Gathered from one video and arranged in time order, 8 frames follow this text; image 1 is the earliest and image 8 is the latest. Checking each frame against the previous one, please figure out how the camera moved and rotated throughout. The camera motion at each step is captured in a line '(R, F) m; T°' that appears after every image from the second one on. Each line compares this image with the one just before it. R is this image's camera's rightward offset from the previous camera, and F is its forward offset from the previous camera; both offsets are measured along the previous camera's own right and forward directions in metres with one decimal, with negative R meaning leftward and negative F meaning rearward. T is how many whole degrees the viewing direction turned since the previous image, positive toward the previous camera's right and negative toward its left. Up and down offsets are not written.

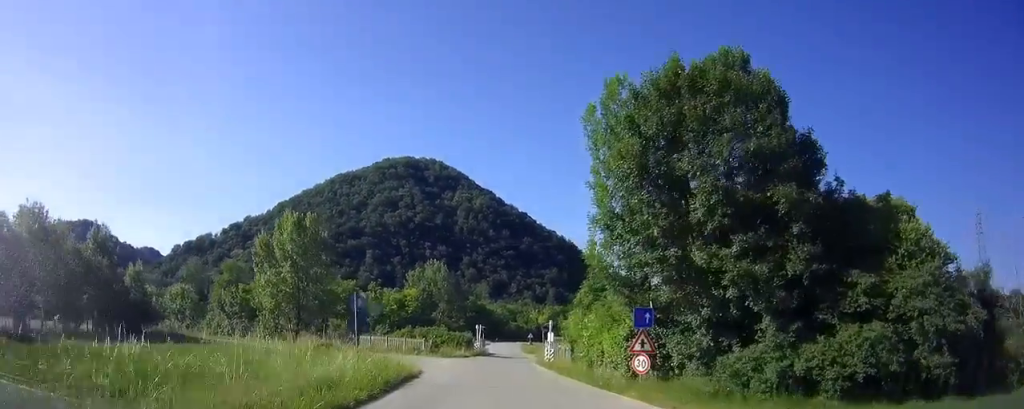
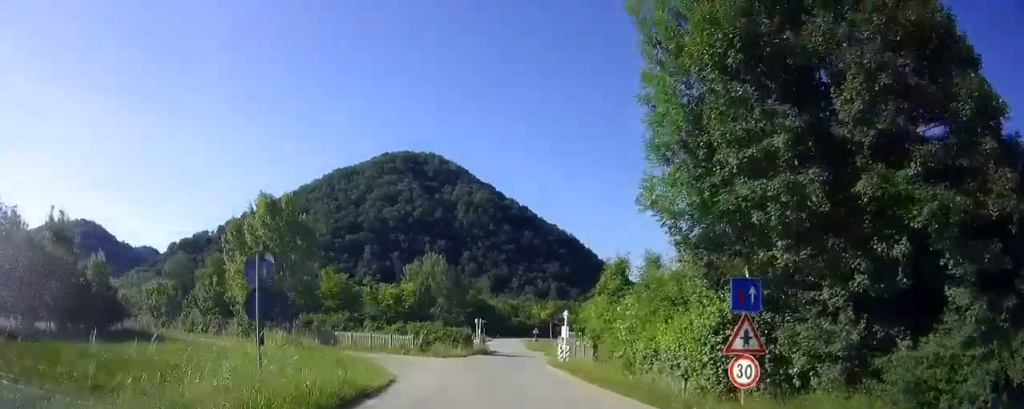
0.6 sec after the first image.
(0.0, +5.7) m; +1°
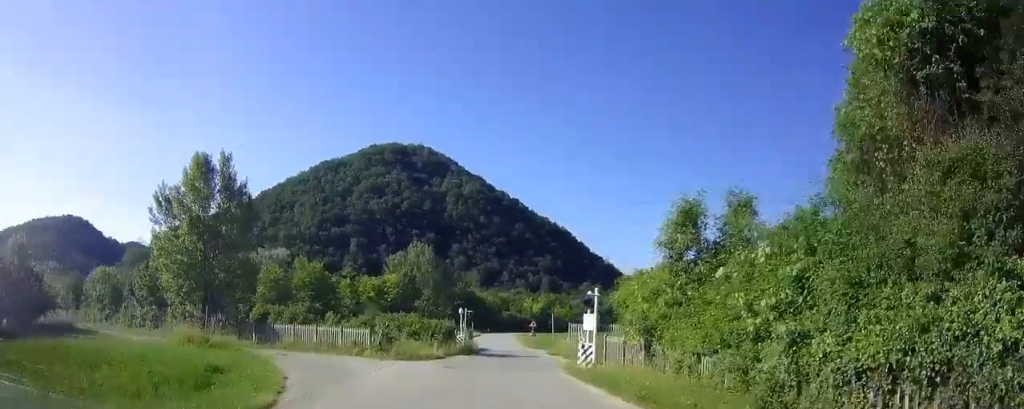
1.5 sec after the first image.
(+0.1, +7.6) m; +2°
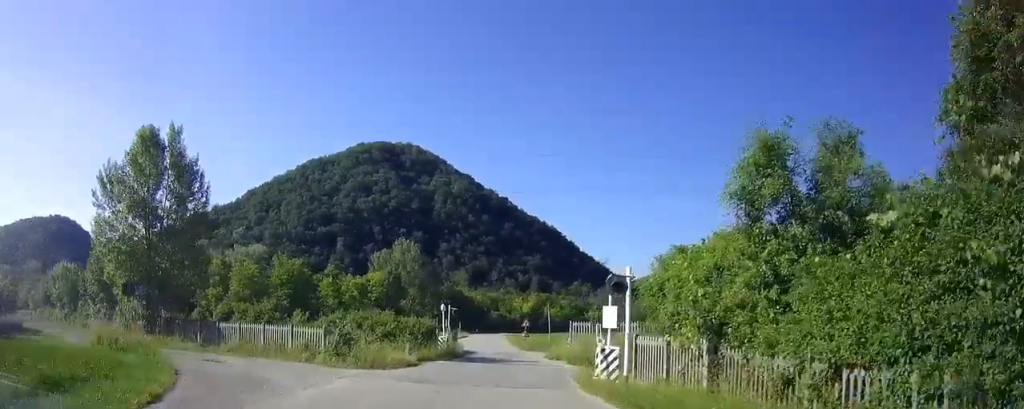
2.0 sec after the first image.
(+0.1, +3.9) m; +1°
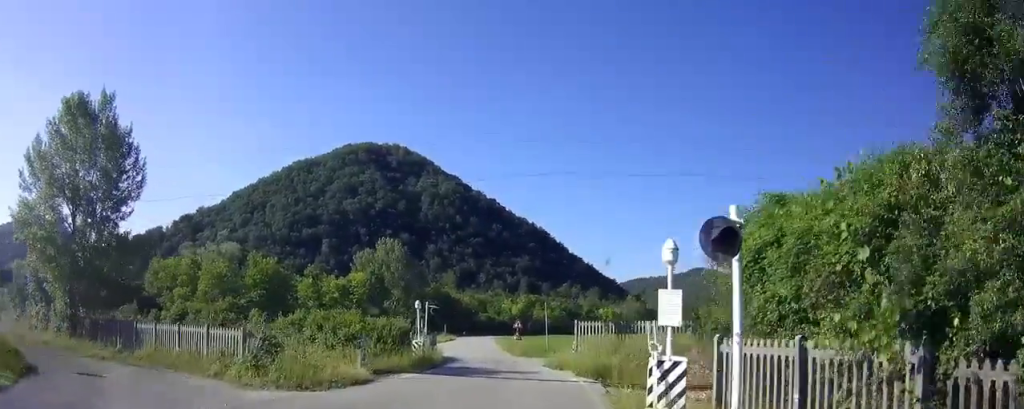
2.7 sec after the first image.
(0.0, +4.5) m; 0°
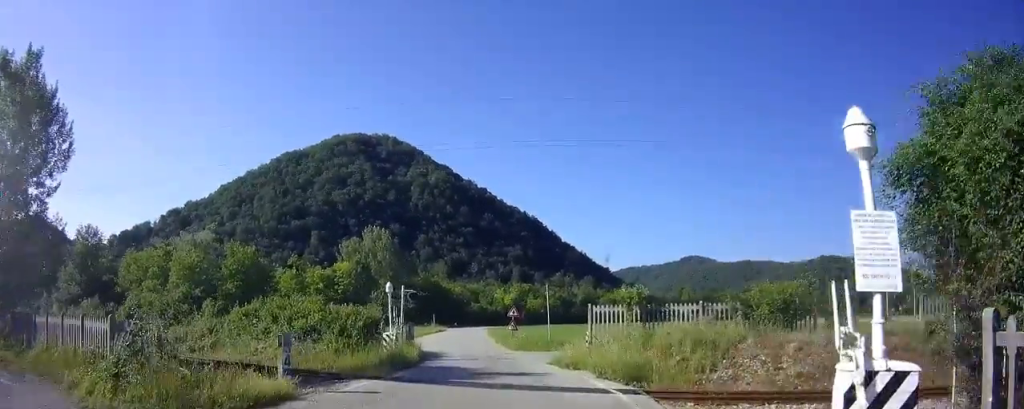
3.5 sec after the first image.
(0.0, +4.8) m; -1°
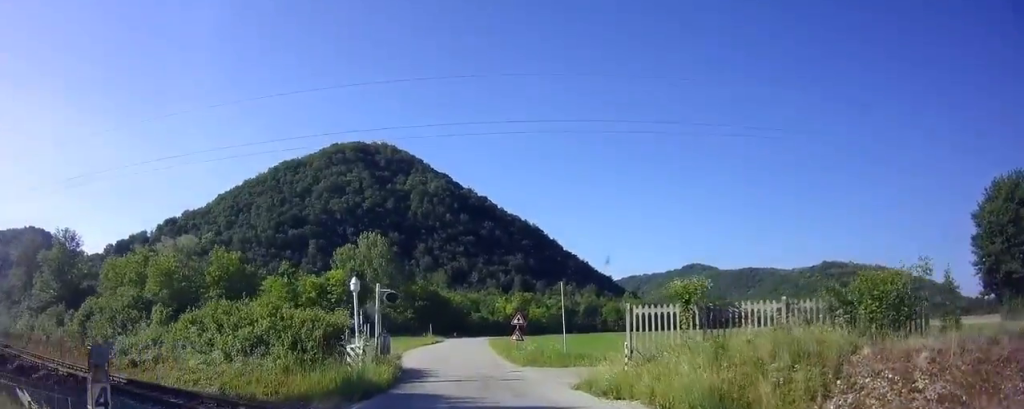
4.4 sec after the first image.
(-0.1, +5.4) m; -2°
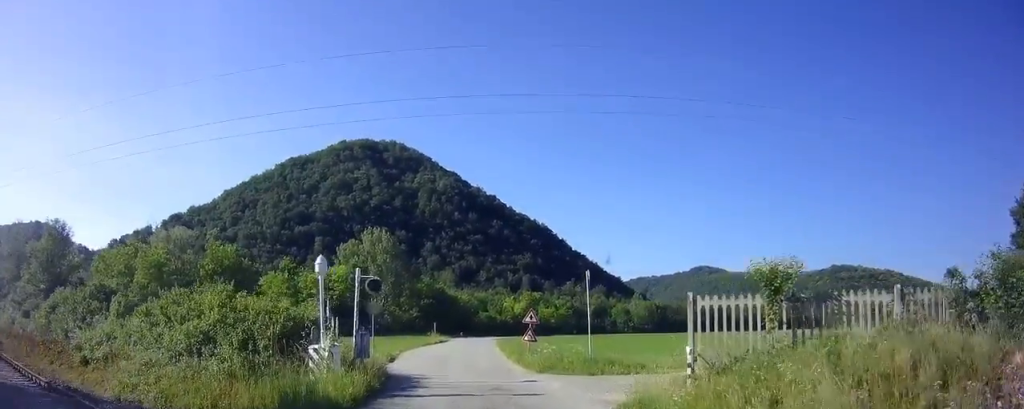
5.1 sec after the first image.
(-0.1, +4.7) m; -1°
